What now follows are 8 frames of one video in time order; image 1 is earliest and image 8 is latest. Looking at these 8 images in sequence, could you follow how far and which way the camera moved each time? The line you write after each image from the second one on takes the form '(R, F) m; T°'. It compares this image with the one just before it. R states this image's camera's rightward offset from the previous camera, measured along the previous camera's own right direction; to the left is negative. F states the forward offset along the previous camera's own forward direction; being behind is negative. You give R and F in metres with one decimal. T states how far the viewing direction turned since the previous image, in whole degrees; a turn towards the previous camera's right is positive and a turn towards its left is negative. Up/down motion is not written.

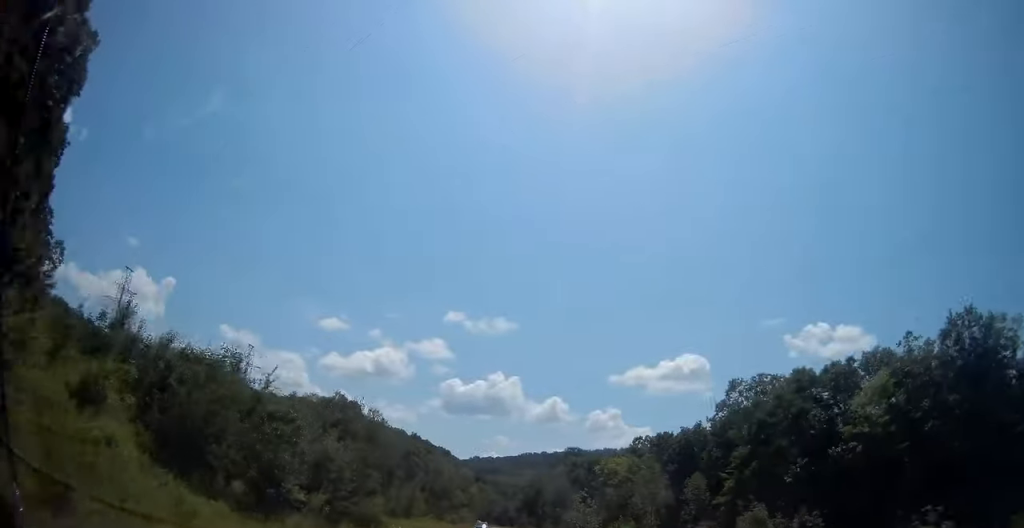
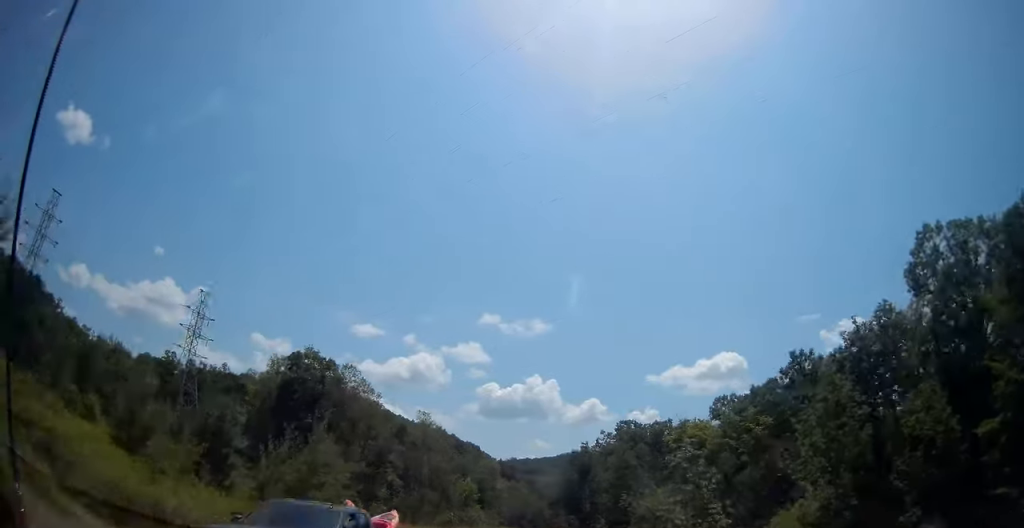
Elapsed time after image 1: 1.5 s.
(-0.9, +38.0) m; -3°
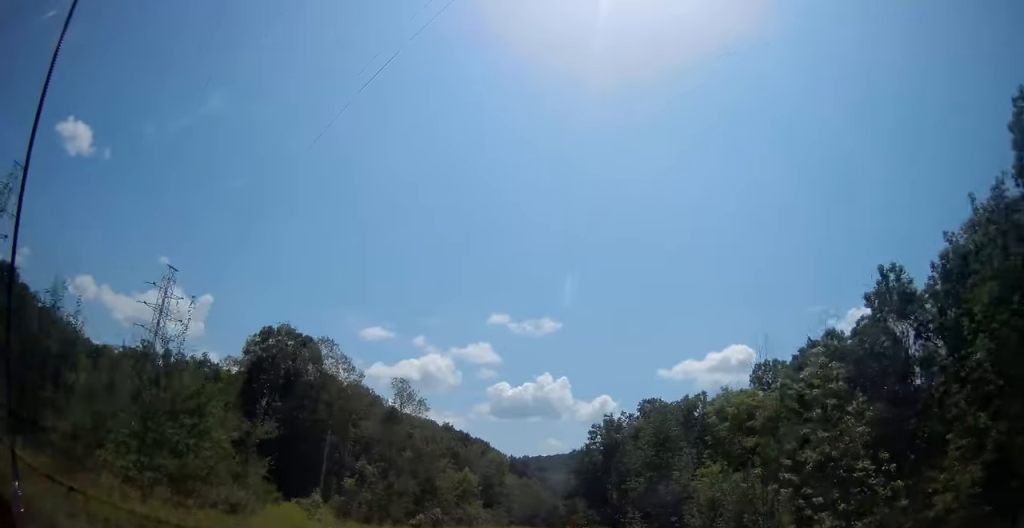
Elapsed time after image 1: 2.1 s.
(-0.3, +14.4) m; -1°
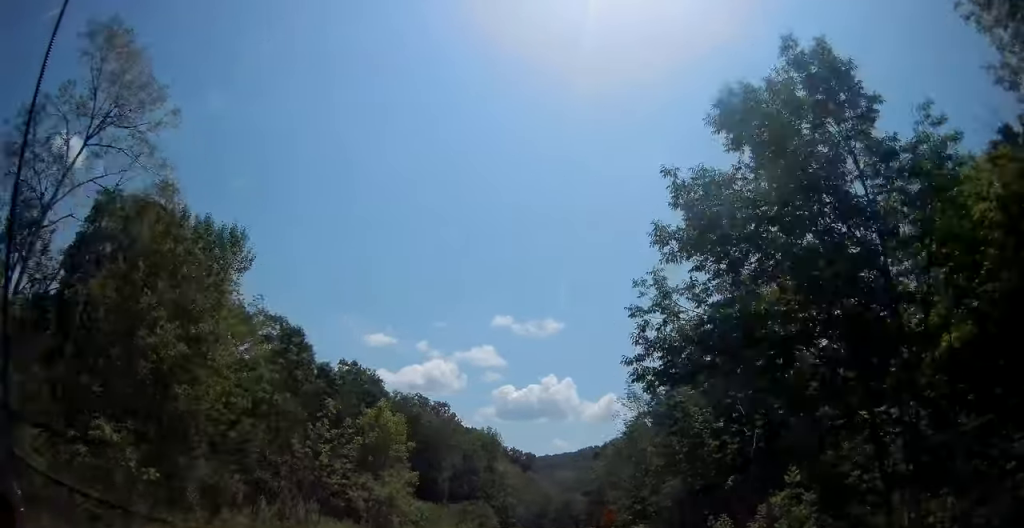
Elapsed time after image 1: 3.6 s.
(-0.8, +39.7) m; -2°
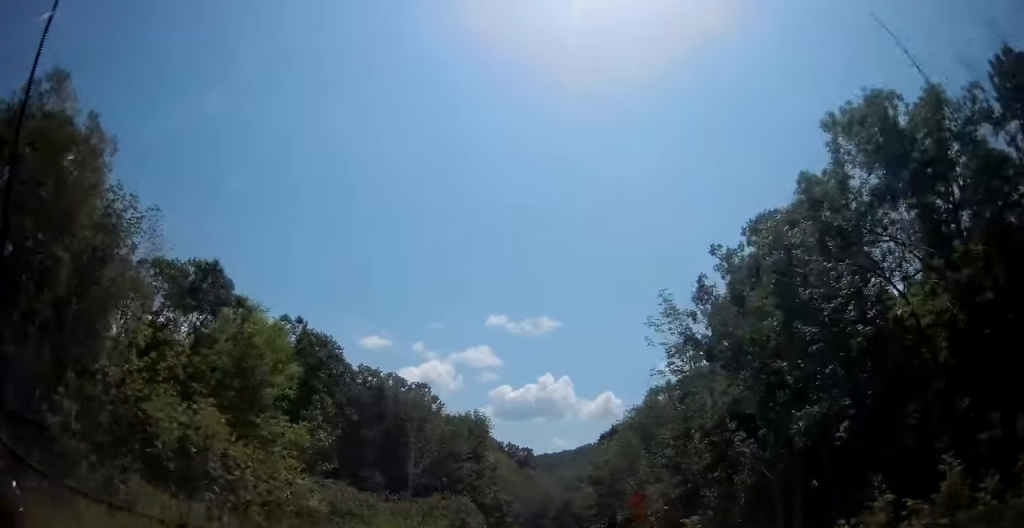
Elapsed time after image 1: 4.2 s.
(0.0, +15.1) m; 0°
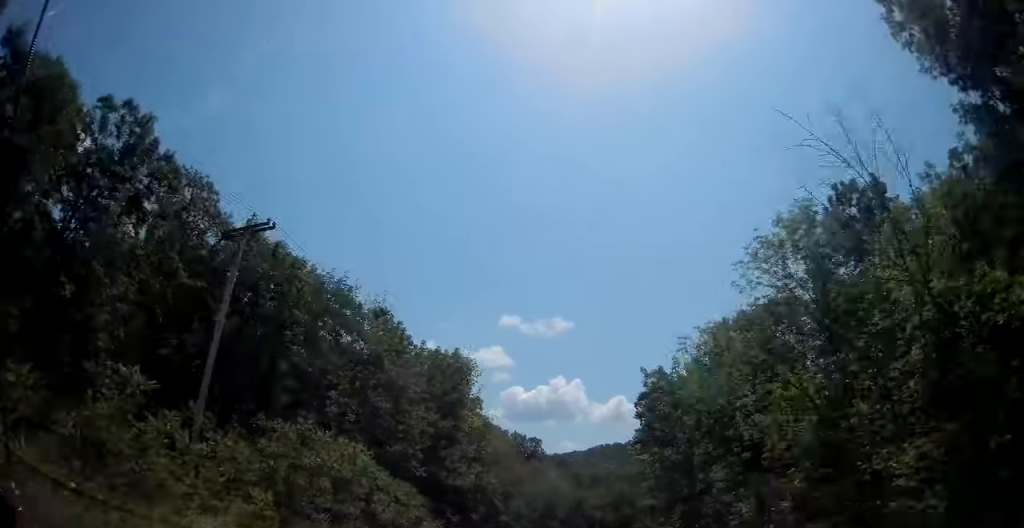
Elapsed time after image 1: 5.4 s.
(-0.3, +30.3) m; -1°
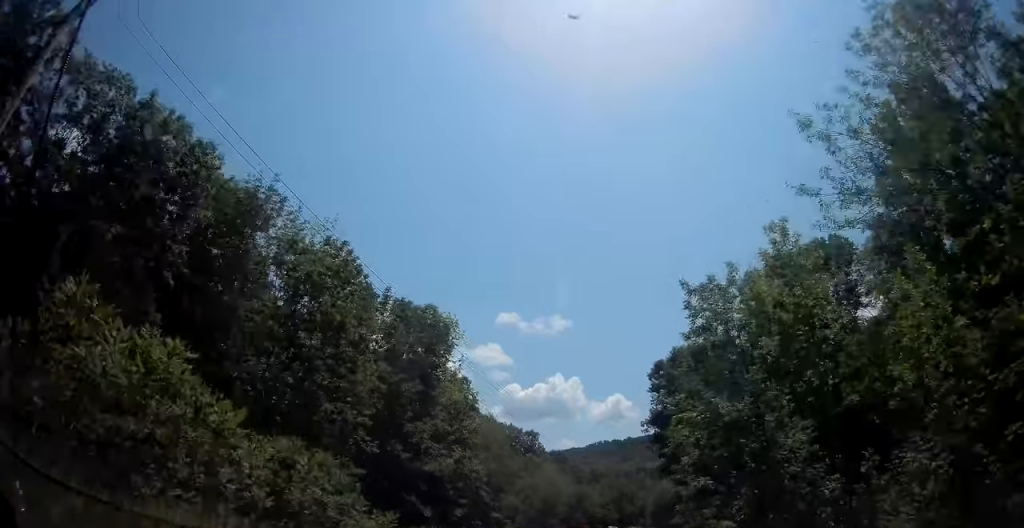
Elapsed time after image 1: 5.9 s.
(0.0, +10.9) m; 0°
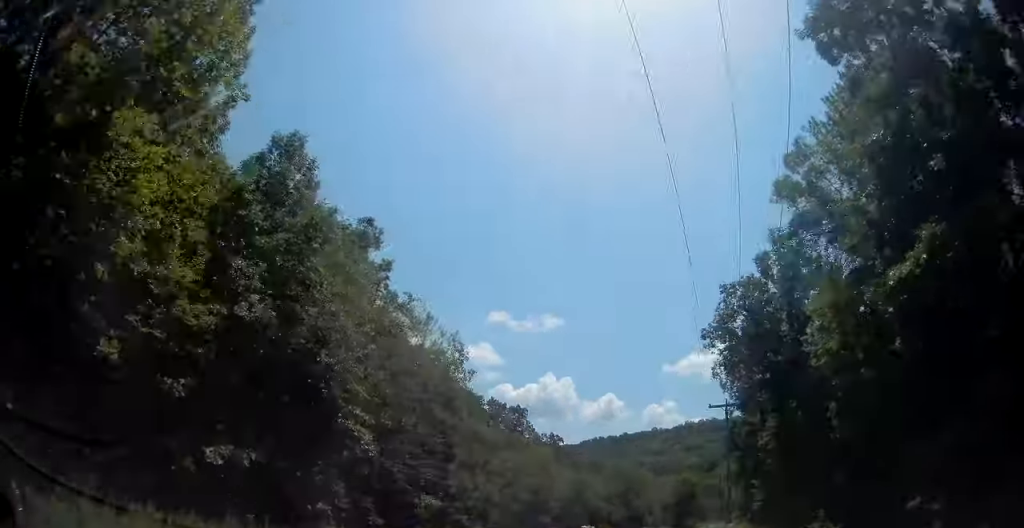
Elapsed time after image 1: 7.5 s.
(+0.4, +40.3) m; +1°
